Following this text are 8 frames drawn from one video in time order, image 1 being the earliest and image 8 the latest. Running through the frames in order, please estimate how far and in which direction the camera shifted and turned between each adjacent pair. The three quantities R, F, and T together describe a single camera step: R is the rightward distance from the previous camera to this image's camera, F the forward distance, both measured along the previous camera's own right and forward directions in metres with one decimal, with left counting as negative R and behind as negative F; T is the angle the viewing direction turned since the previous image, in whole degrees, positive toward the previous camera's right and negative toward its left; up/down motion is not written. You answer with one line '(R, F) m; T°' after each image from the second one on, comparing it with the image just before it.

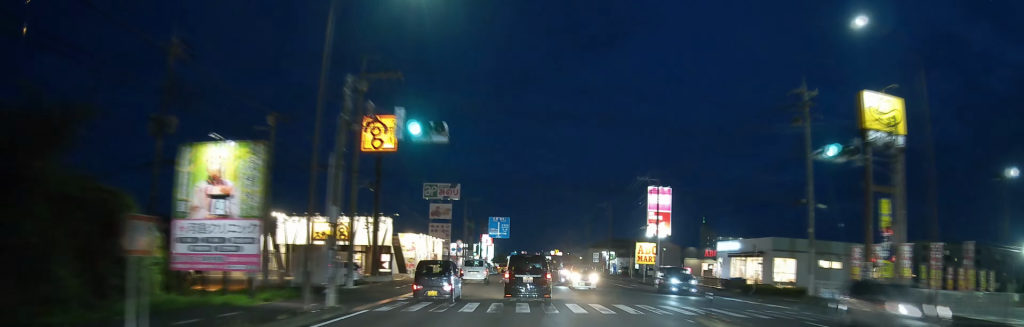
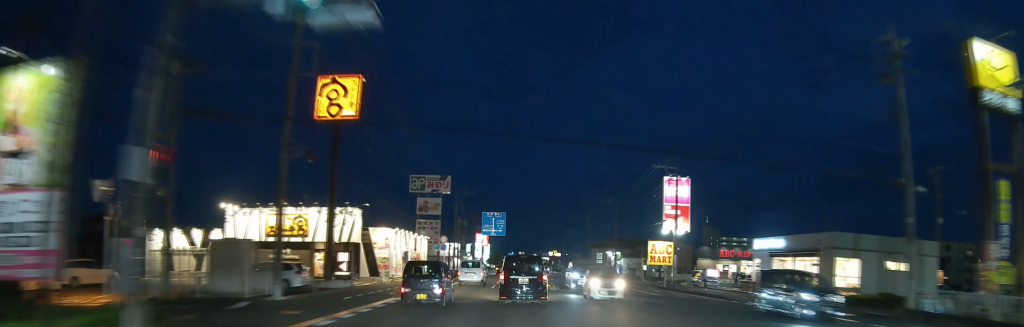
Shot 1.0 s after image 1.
(+0.1, +8.9) m; +1°
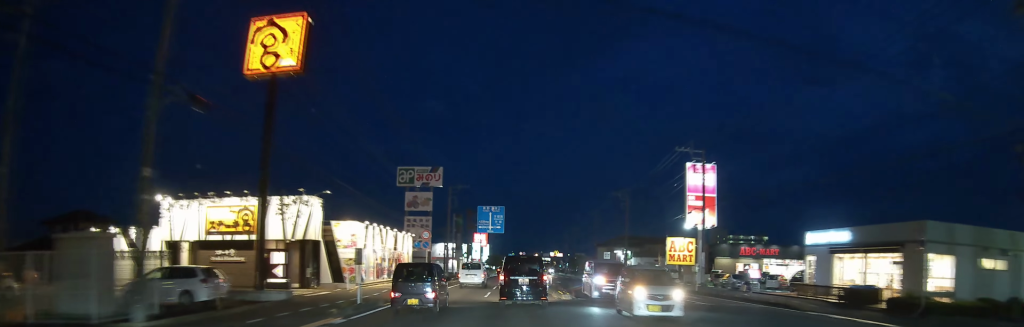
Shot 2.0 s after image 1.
(+0.1, +9.1) m; +1°
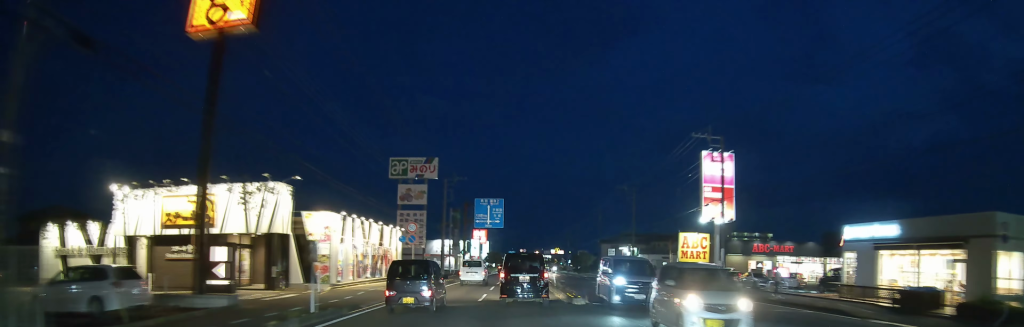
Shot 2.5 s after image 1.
(0.0, +4.8) m; 0°
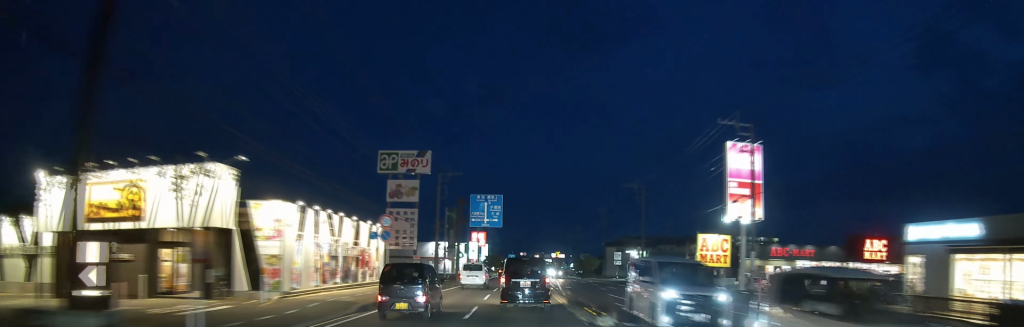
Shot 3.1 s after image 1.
(+0.1, +6.2) m; -1°
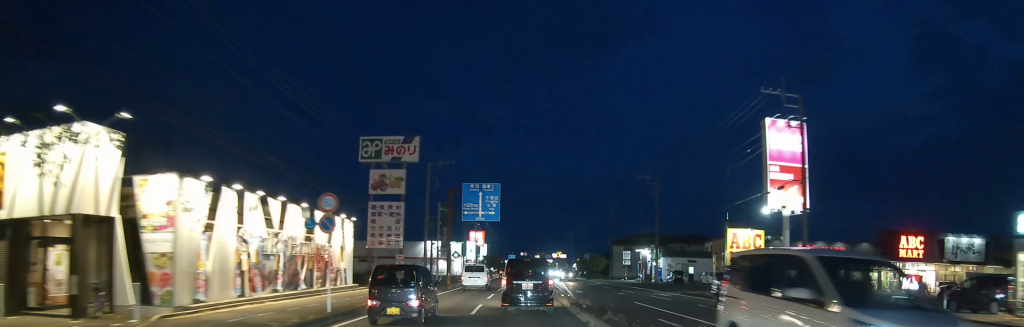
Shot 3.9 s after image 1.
(-0.3, +7.9) m; 0°
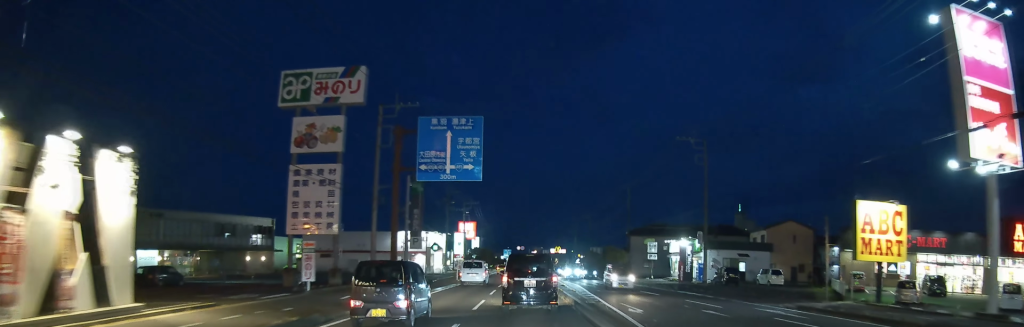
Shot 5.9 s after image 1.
(+0.6, +19.7) m; +2°
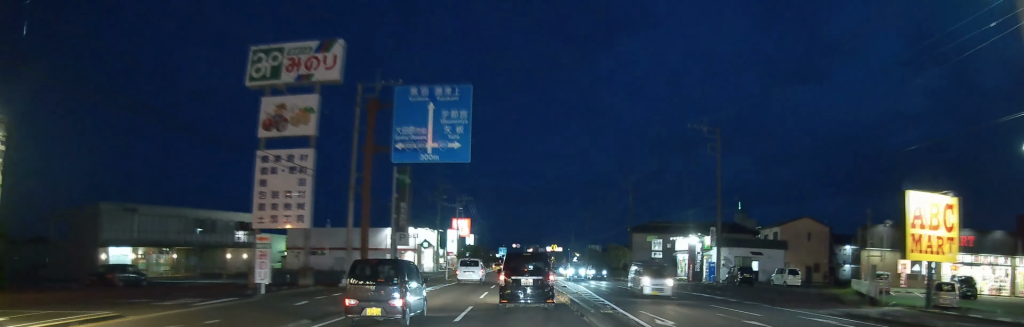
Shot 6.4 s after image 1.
(0.0, +4.6) m; -1°
